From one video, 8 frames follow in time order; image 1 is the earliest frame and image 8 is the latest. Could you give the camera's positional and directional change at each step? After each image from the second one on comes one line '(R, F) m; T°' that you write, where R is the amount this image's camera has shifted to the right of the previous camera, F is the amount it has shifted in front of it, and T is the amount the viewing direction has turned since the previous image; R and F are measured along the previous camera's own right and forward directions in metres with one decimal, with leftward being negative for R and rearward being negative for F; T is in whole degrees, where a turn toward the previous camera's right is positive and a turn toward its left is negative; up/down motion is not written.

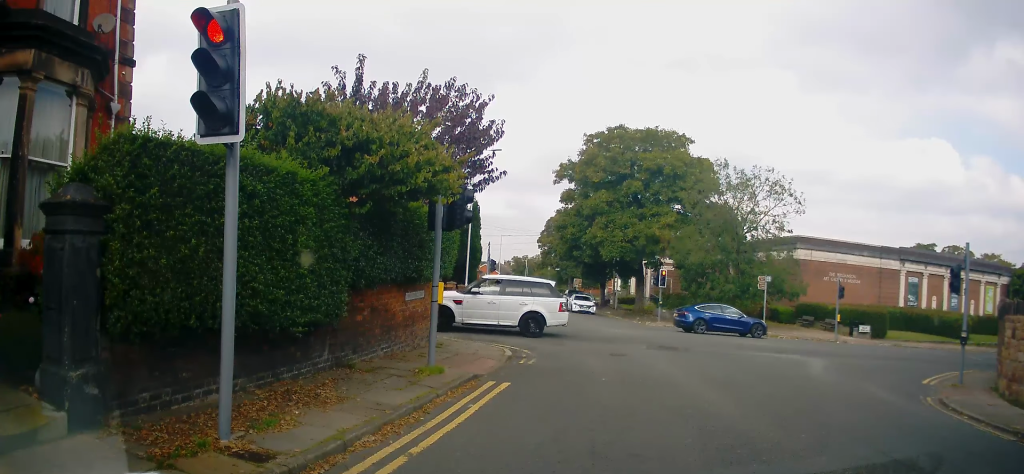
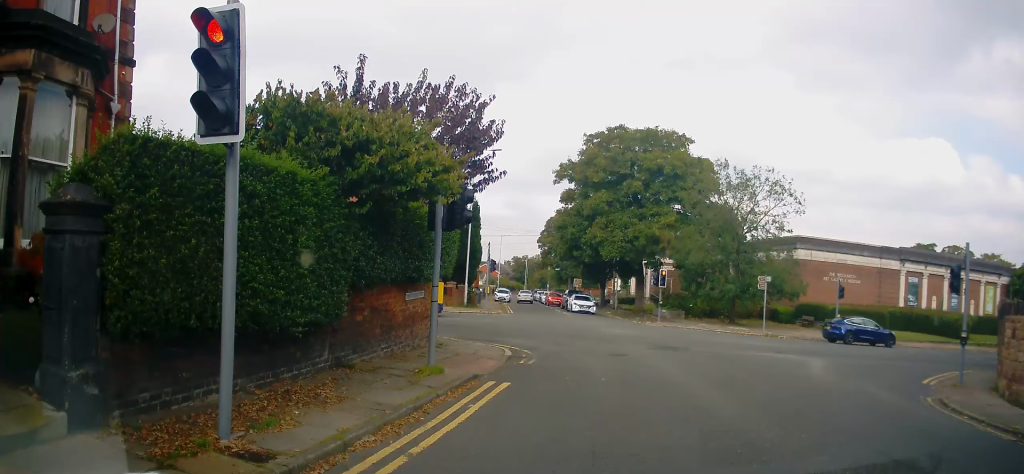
(0.0, 0.0) m; 0°
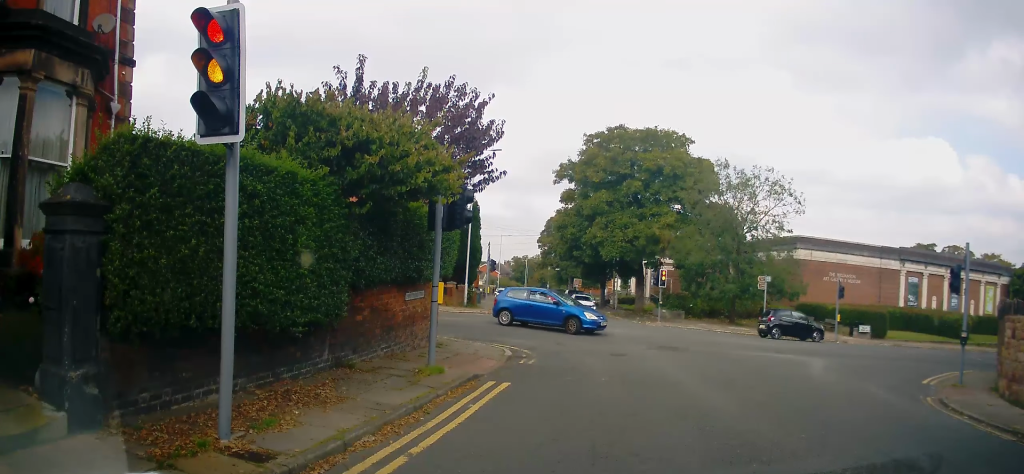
(0.0, 0.0) m; 0°
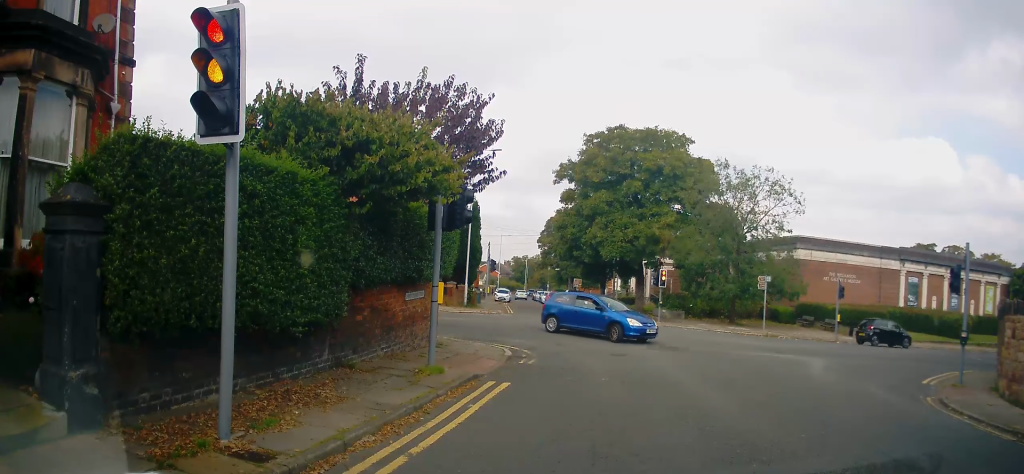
(0.0, 0.0) m; 0°
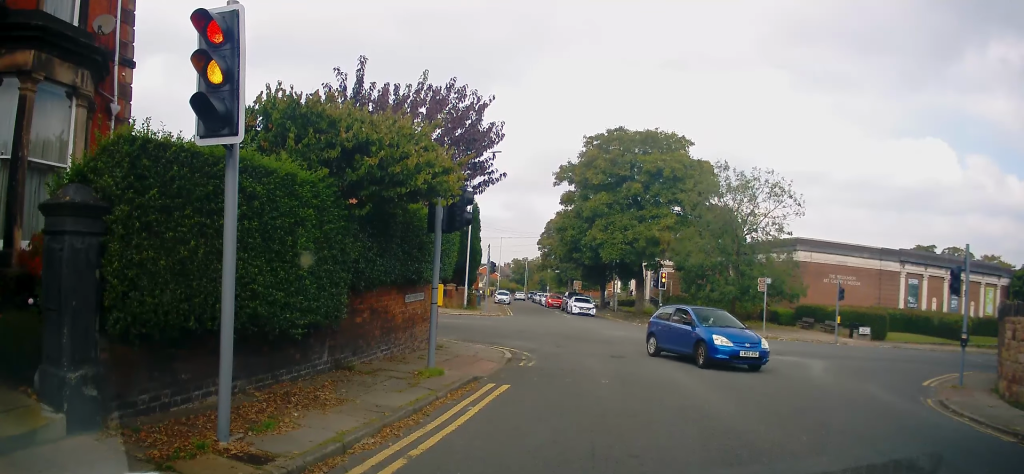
(0.0, 0.0) m; 0°
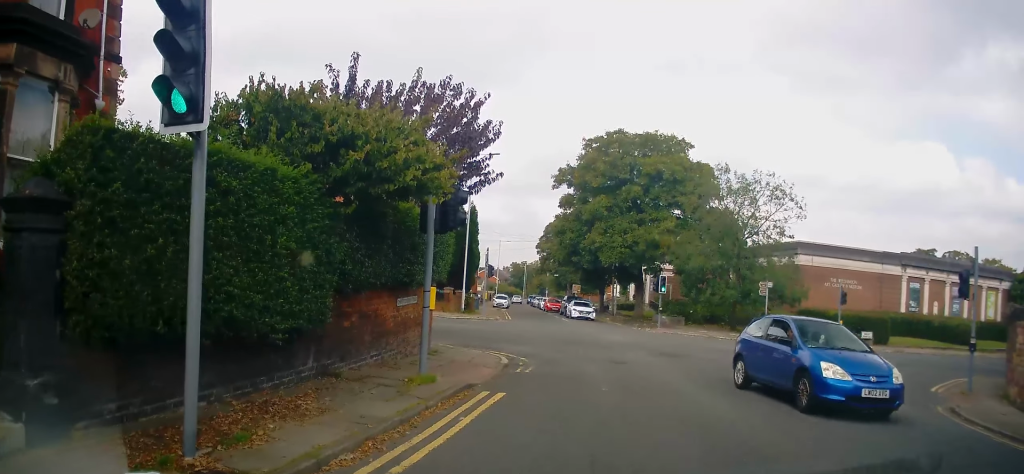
(0.0, +0.3) m; 0°
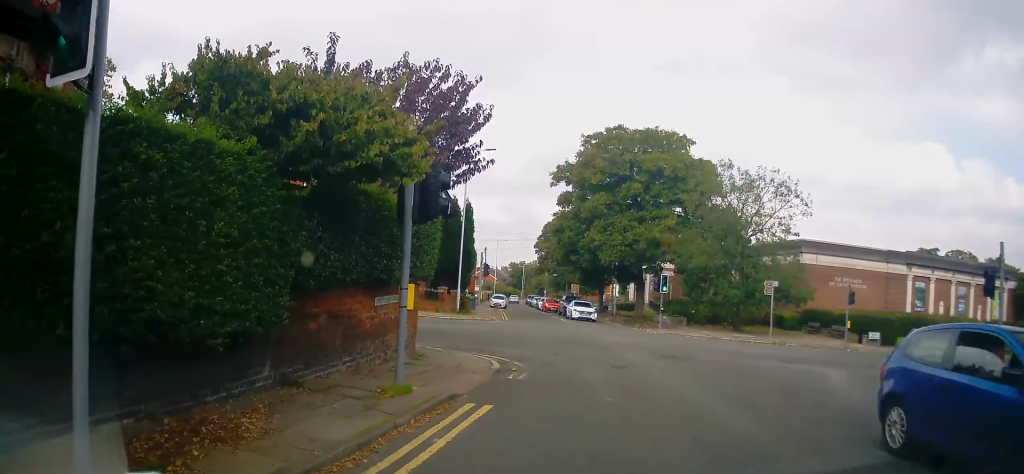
(0.0, +0.9) m; 0°
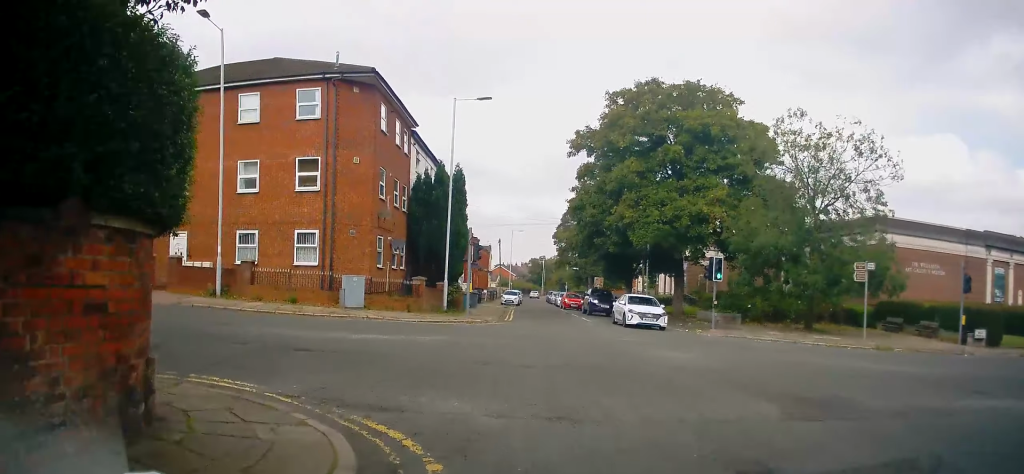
(-0.1, +7.9) m; -1°
